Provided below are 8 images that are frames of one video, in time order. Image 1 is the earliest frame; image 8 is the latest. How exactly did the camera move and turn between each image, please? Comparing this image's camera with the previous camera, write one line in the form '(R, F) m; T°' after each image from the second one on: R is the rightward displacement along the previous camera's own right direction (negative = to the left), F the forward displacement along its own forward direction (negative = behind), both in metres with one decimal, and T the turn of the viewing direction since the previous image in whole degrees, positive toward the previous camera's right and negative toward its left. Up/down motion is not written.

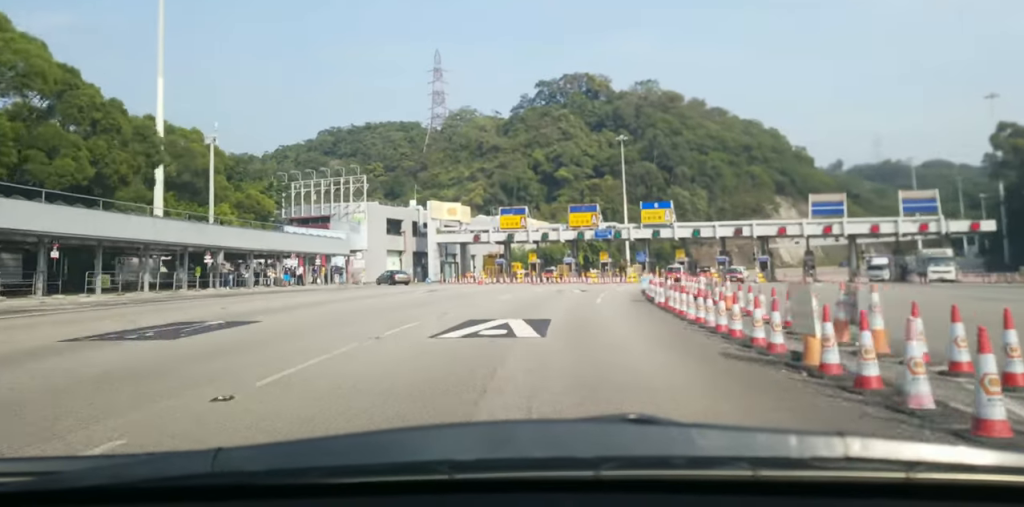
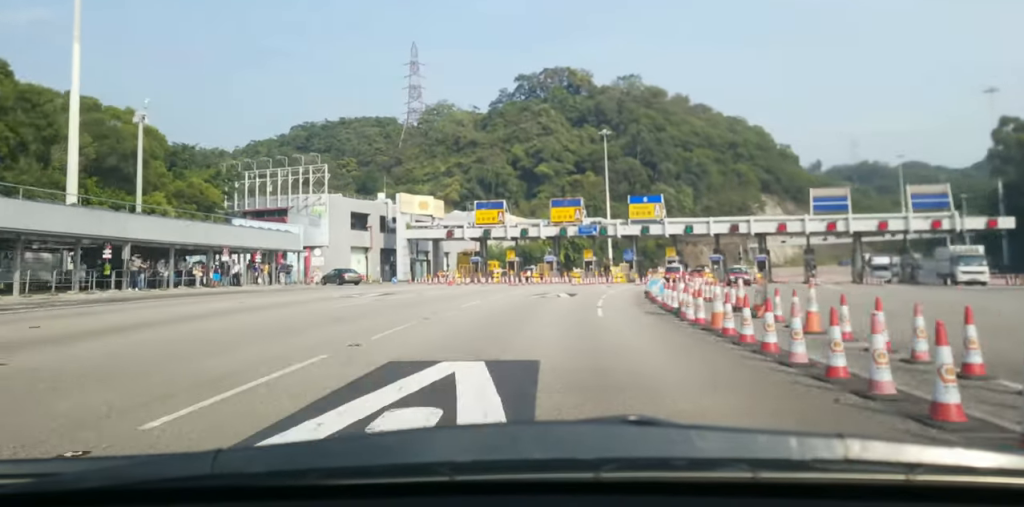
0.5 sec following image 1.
(+0.2, +7.6) m; +1°
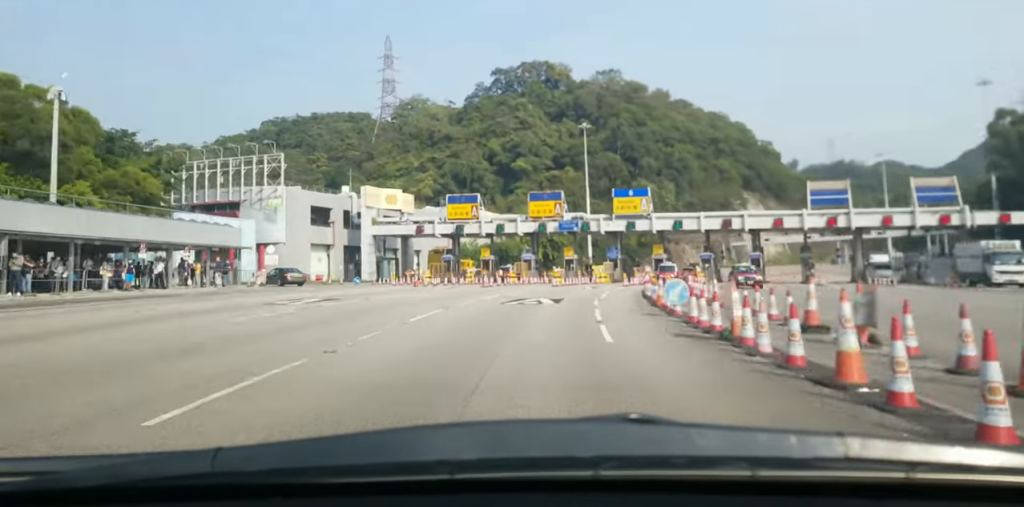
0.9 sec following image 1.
(-0.2, +6.8) m; +1°
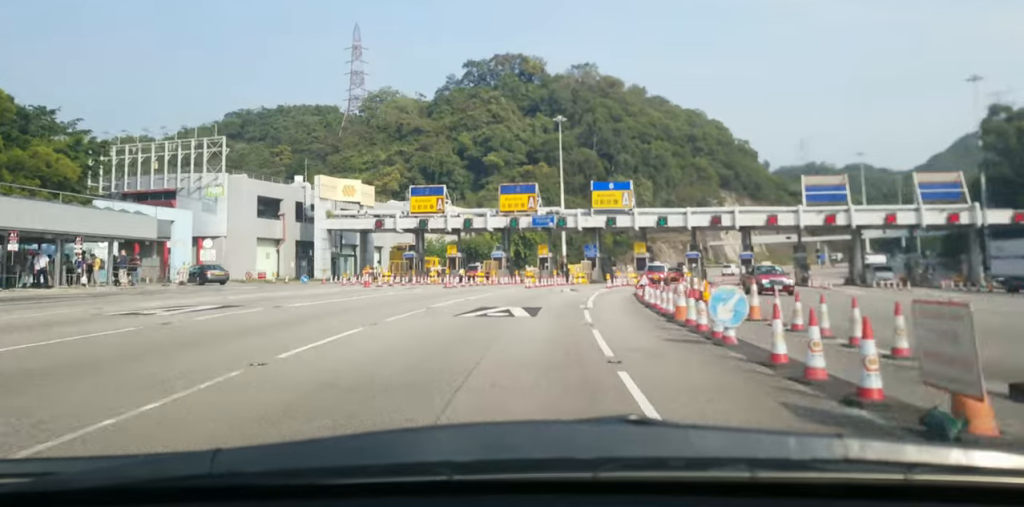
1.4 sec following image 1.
(-0.2, +7.3) m; +1°
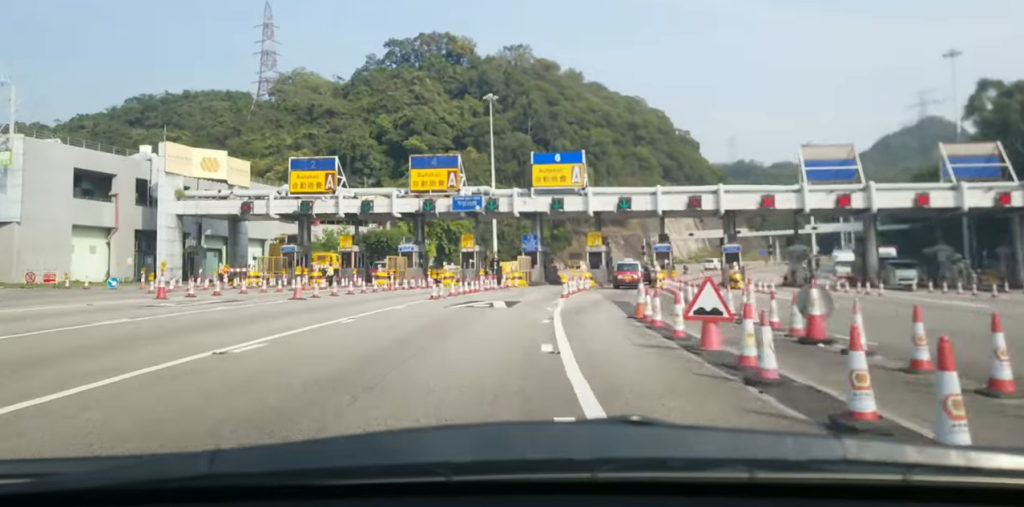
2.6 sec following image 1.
(+1.3, +18.0) m; +6°
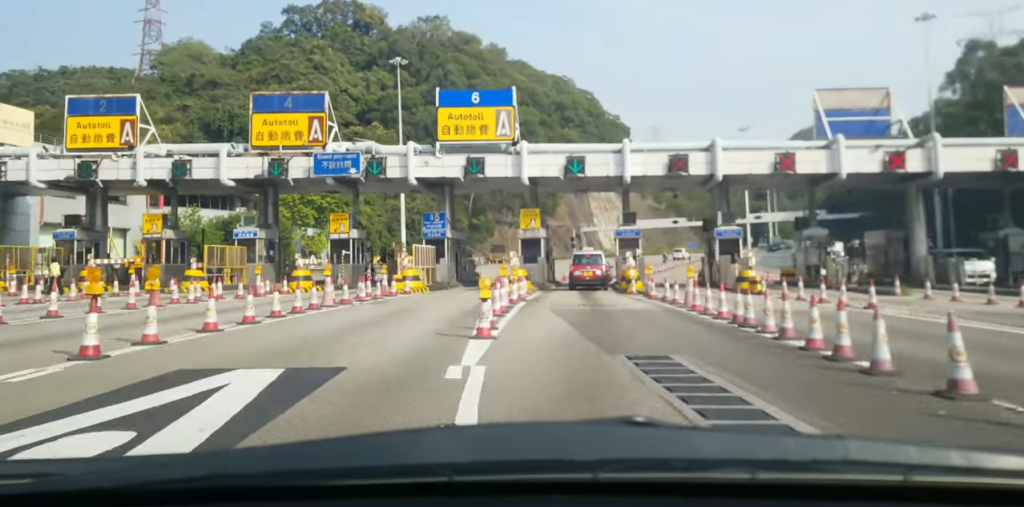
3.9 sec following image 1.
(+1.2, +16.8) m; +8°
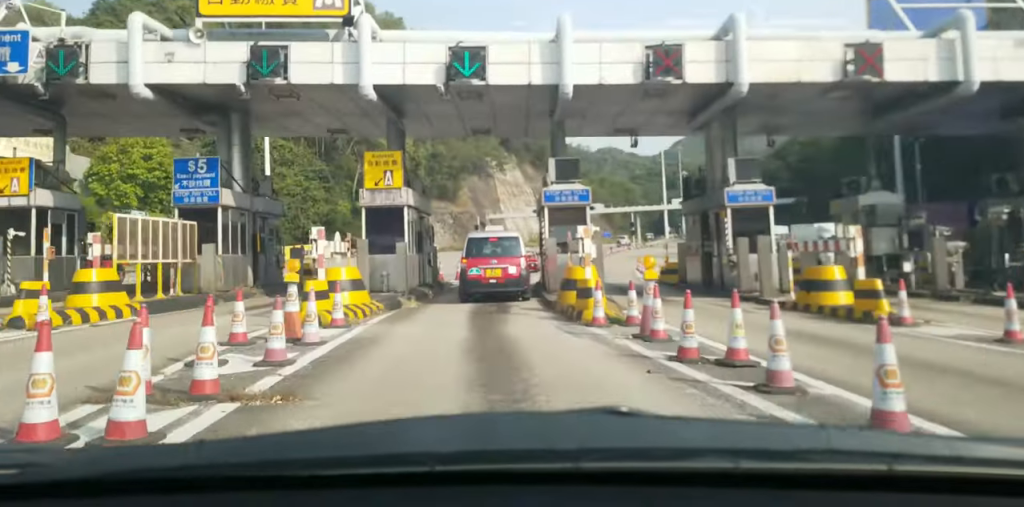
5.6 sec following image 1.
(+1.0, +17.8) m; +6°
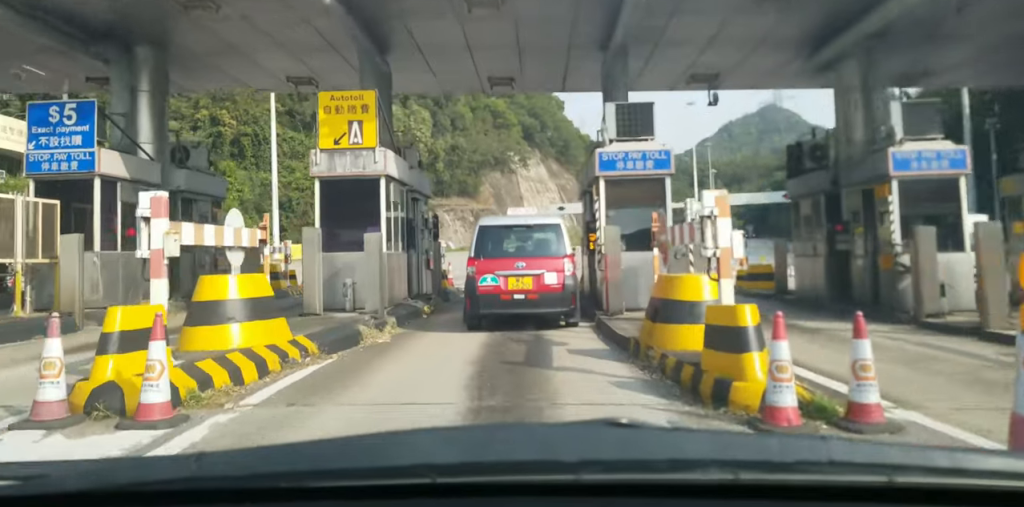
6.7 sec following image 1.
(+0.3, +7.2) m; +2°
